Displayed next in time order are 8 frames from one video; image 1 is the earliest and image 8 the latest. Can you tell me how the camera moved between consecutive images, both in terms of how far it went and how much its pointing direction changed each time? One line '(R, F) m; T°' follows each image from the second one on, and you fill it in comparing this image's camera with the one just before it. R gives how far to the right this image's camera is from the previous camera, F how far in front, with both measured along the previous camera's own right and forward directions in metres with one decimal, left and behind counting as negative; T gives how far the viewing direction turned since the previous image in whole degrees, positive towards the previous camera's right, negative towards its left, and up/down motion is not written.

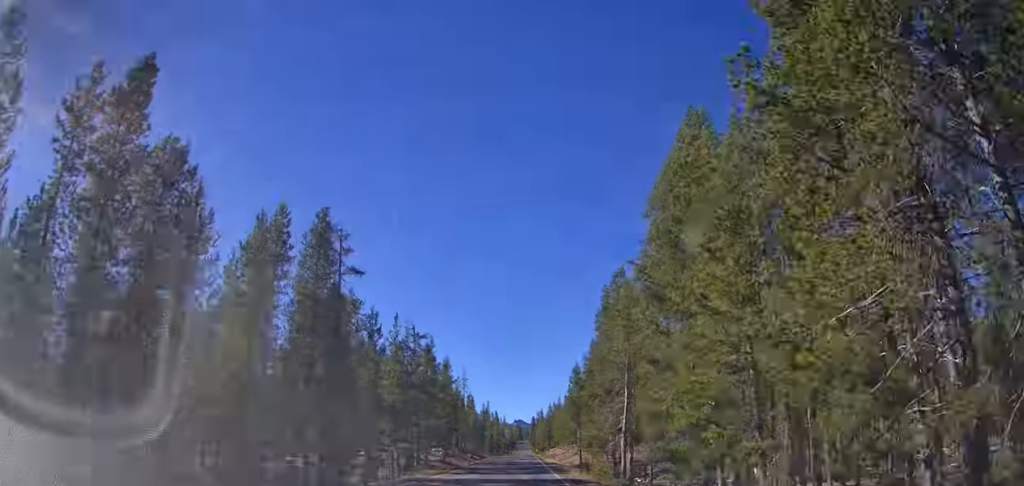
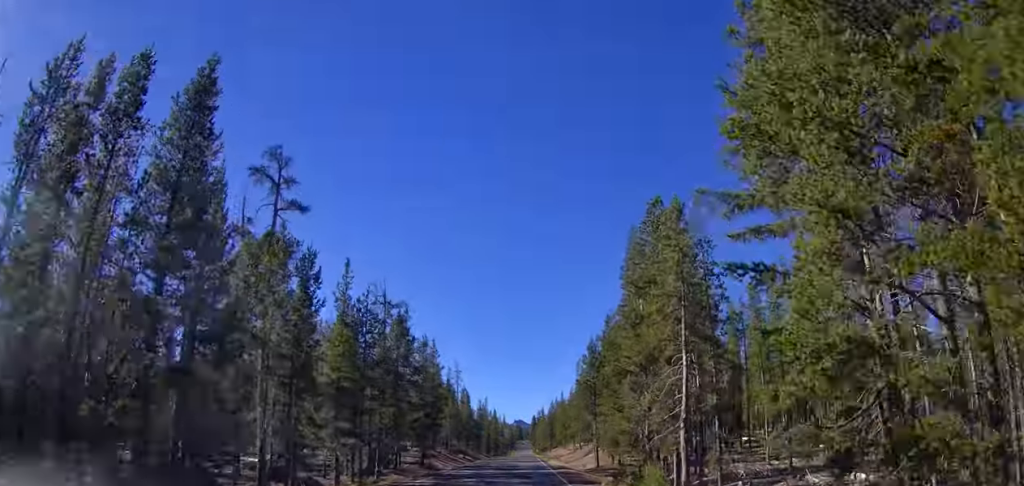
(0.0, +14.1) m; 0°
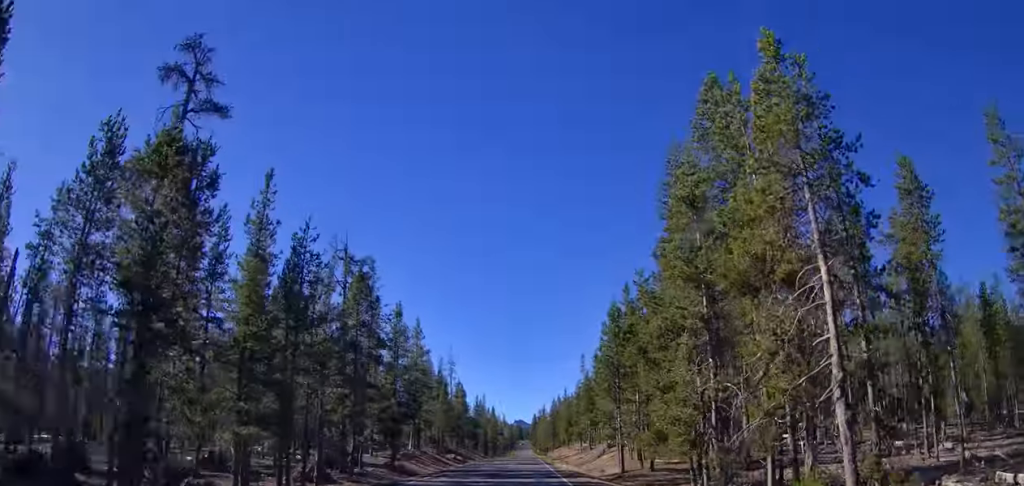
(0.0, +11.9) m; 0°
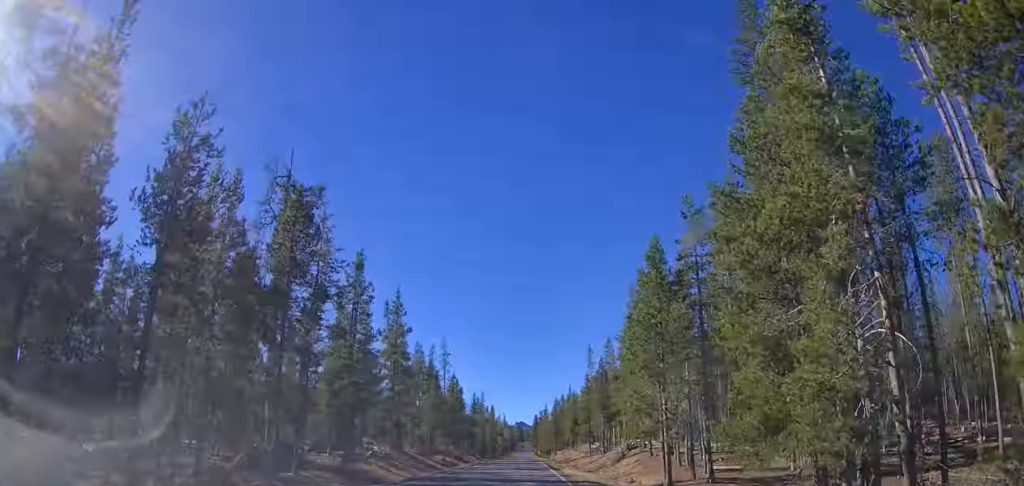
(0.0, +11.2) m; 0°
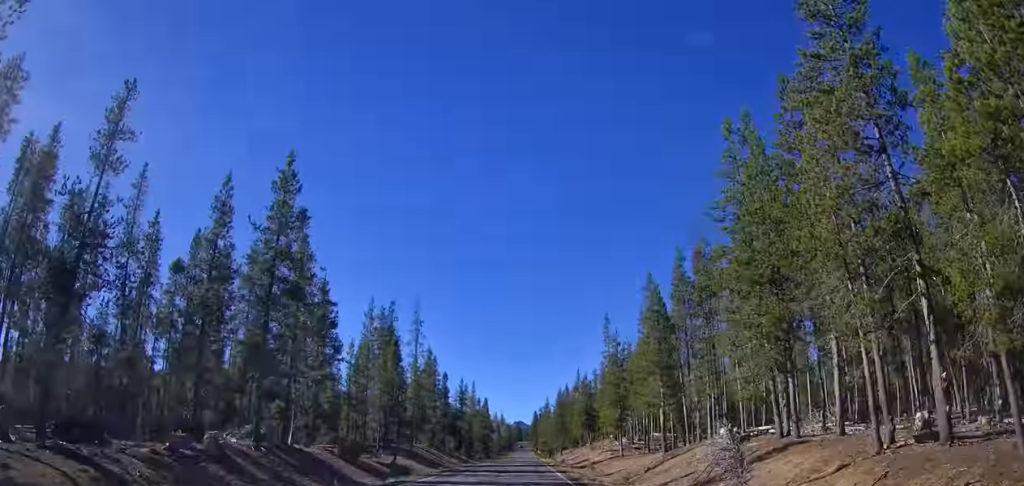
(+0.2, +25.8) m; 0°
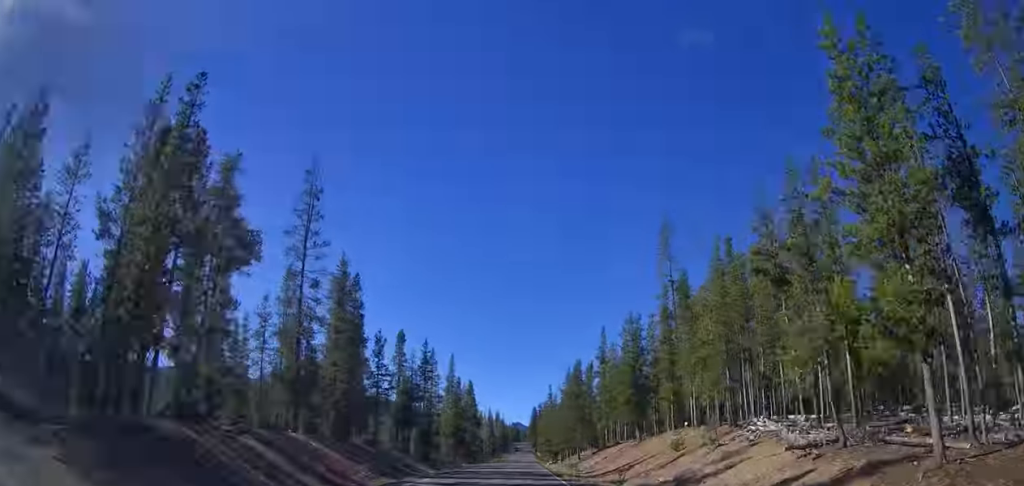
(-0.5, +40.2) m; 0°
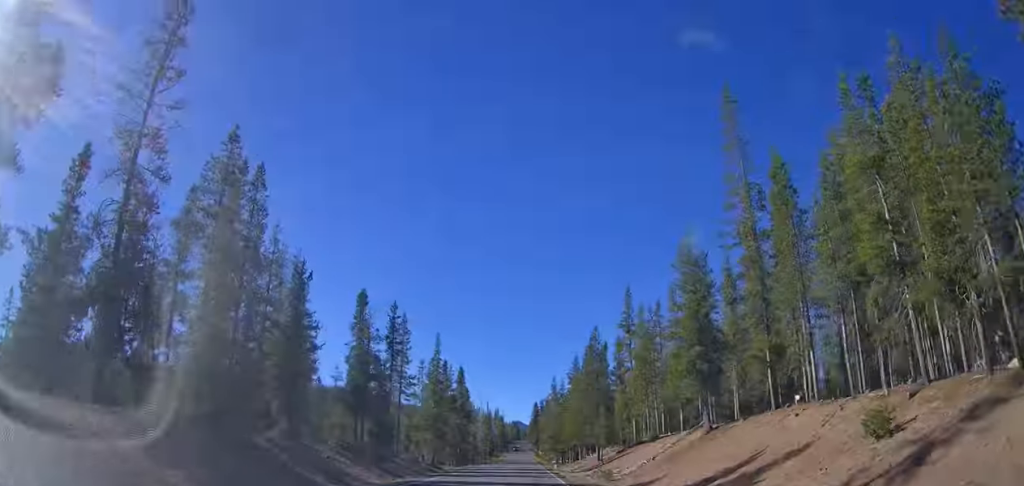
(+0.4, +18.6) m; +1°
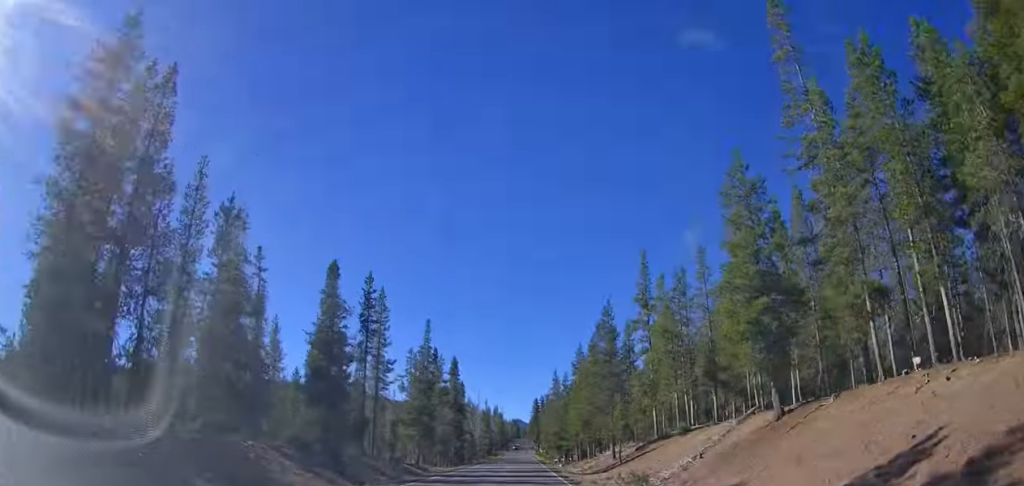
(0.0, +9.0) m; 0°
